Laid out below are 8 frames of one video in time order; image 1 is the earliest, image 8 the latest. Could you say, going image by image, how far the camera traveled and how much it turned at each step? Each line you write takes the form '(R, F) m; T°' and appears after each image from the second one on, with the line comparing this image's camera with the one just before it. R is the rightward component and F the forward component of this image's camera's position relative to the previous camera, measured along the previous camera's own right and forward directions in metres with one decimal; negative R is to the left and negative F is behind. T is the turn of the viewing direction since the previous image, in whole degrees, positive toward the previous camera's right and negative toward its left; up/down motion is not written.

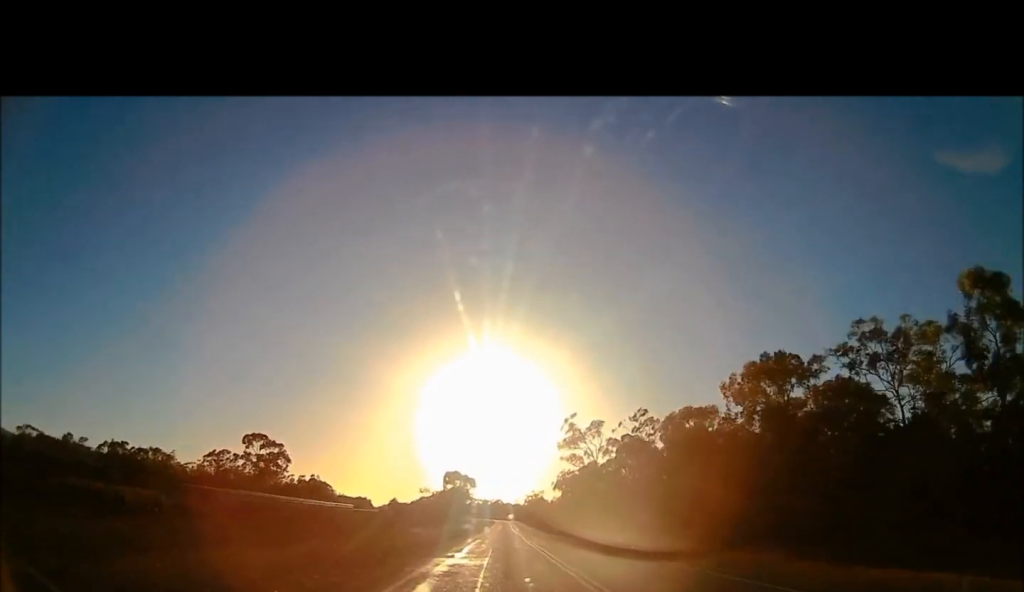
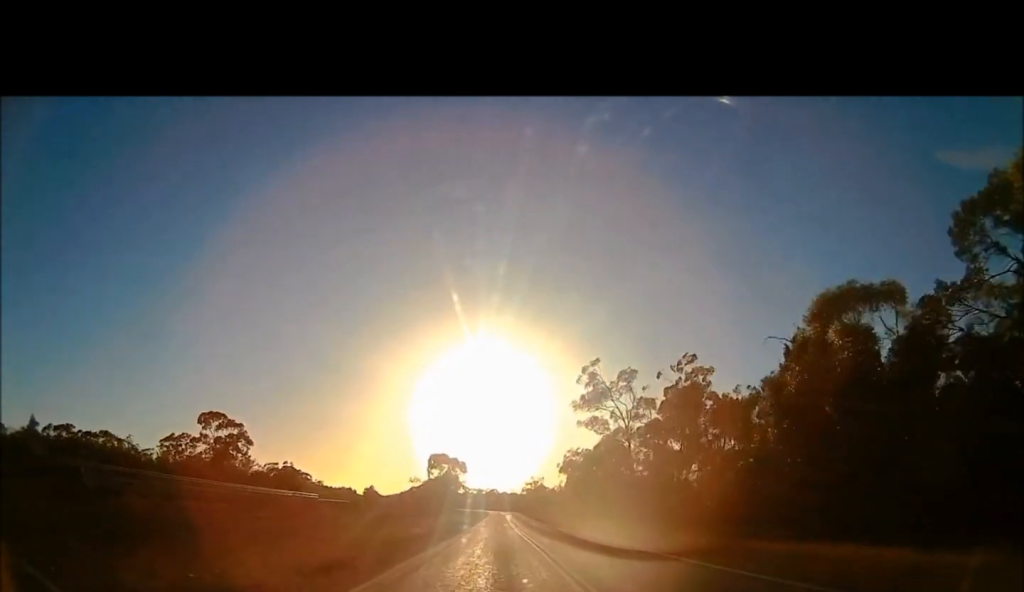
(+0.2, +27.7) m; +2°
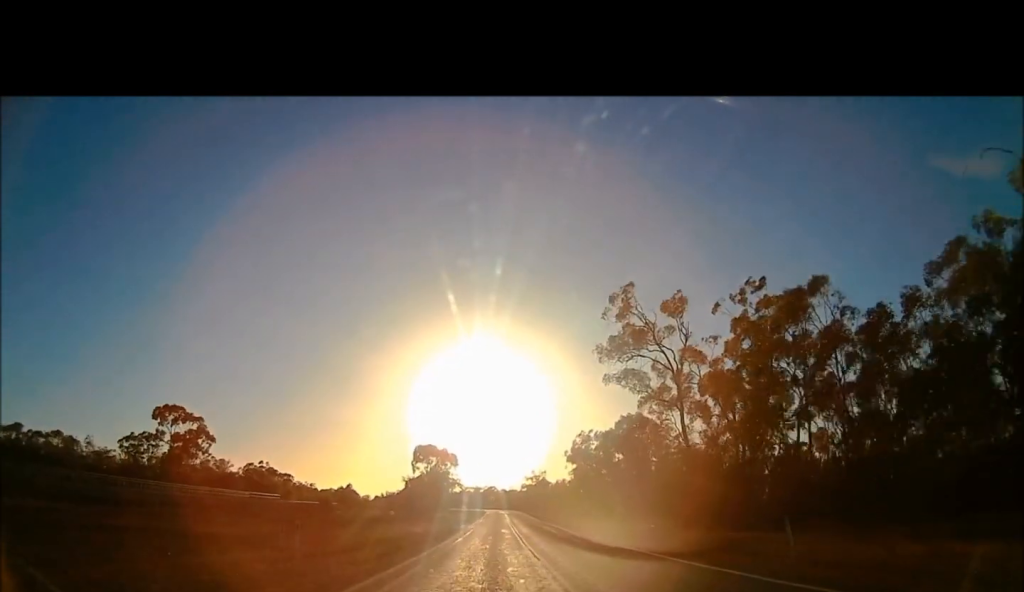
(-0.2, +21.0) m; +2°
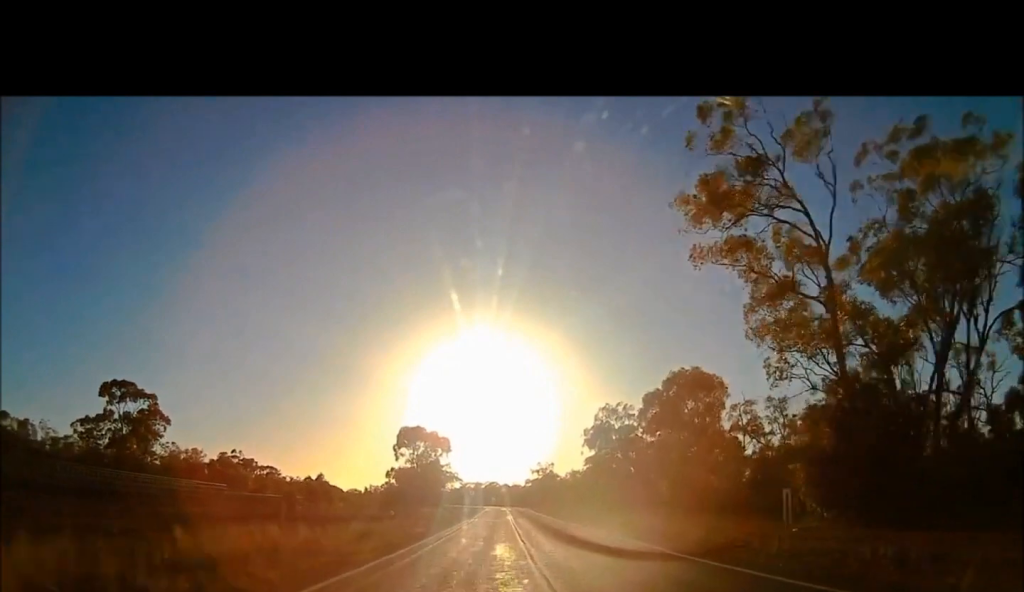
(+1.1, +23.1) m; 0°
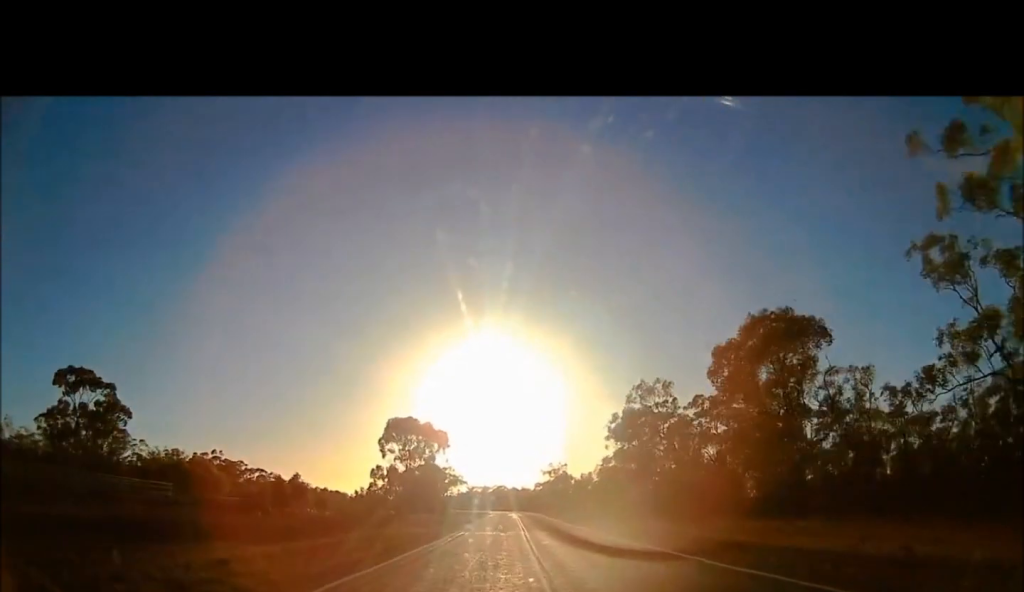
(+0.1, +17.7) m; -1°
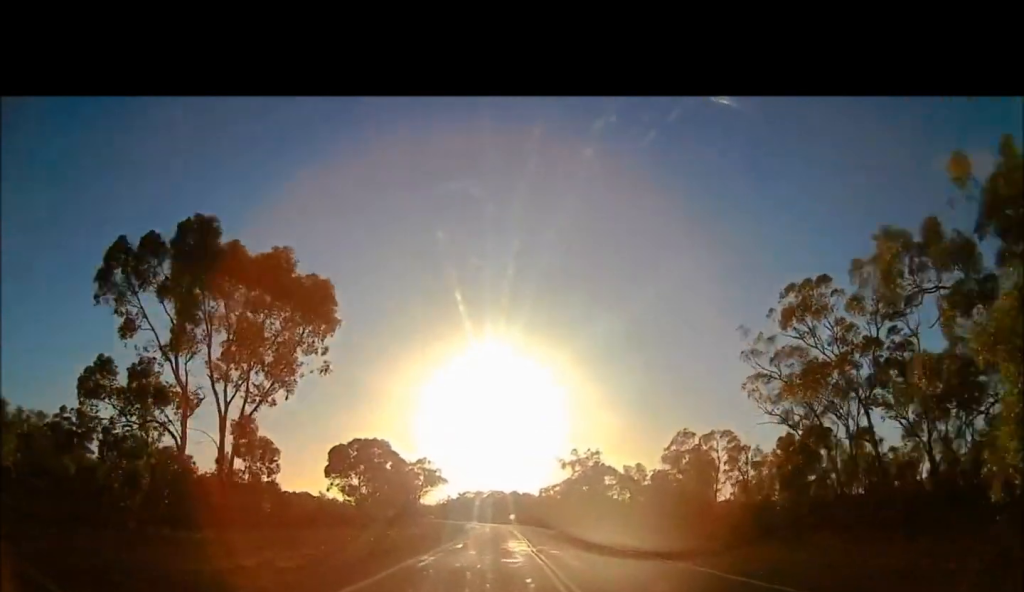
(-2.7, +64.8) m; -3°
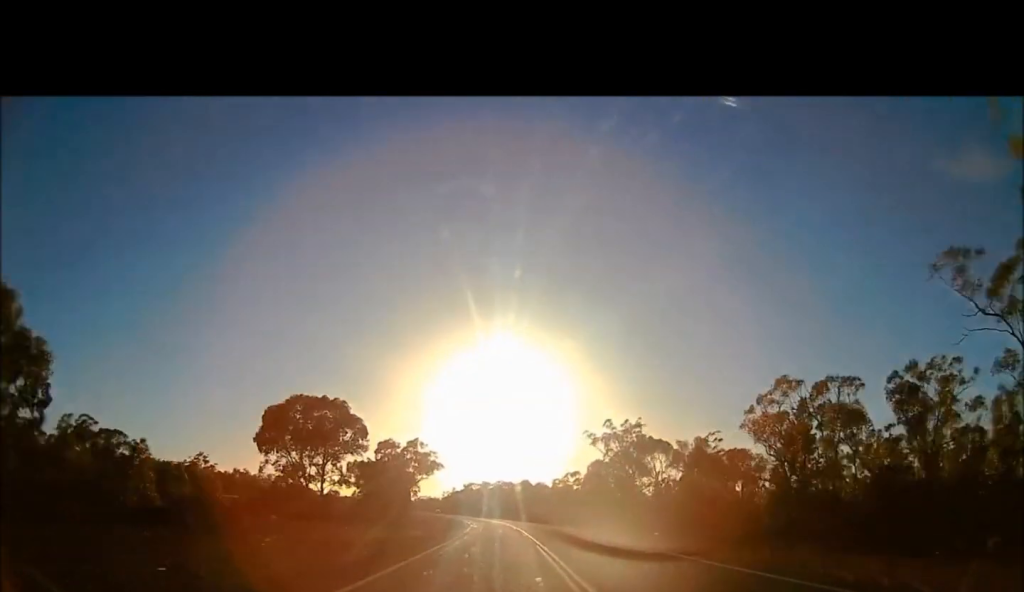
(0.0, +29.3) m; 0°
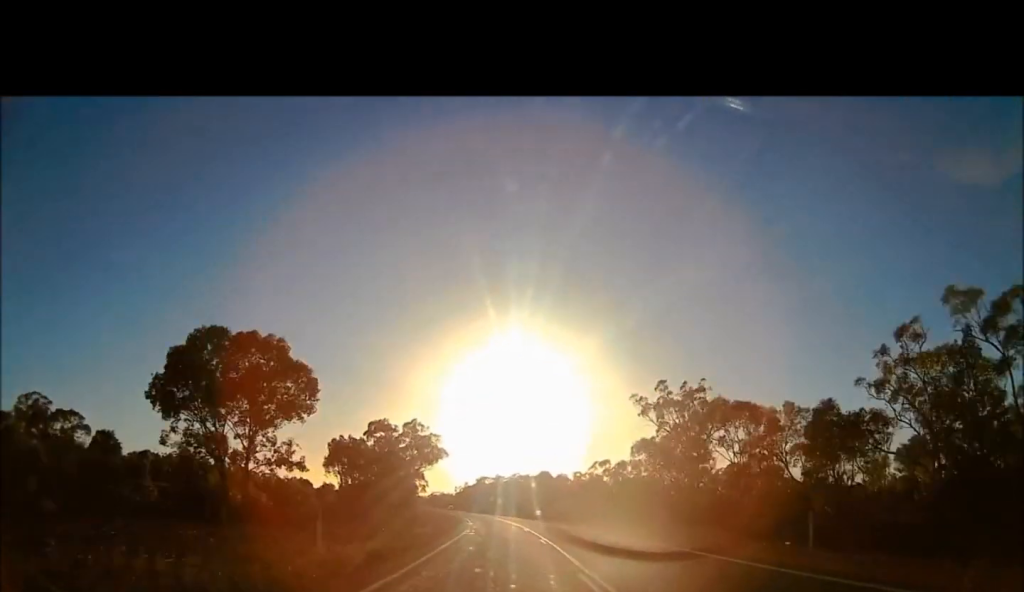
(+0.2, +22.4) m; 0°
